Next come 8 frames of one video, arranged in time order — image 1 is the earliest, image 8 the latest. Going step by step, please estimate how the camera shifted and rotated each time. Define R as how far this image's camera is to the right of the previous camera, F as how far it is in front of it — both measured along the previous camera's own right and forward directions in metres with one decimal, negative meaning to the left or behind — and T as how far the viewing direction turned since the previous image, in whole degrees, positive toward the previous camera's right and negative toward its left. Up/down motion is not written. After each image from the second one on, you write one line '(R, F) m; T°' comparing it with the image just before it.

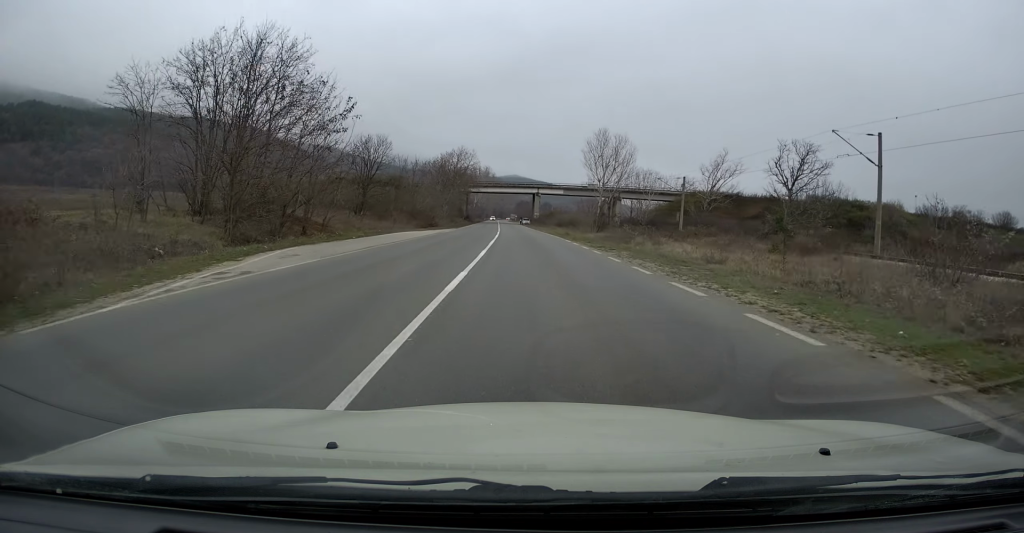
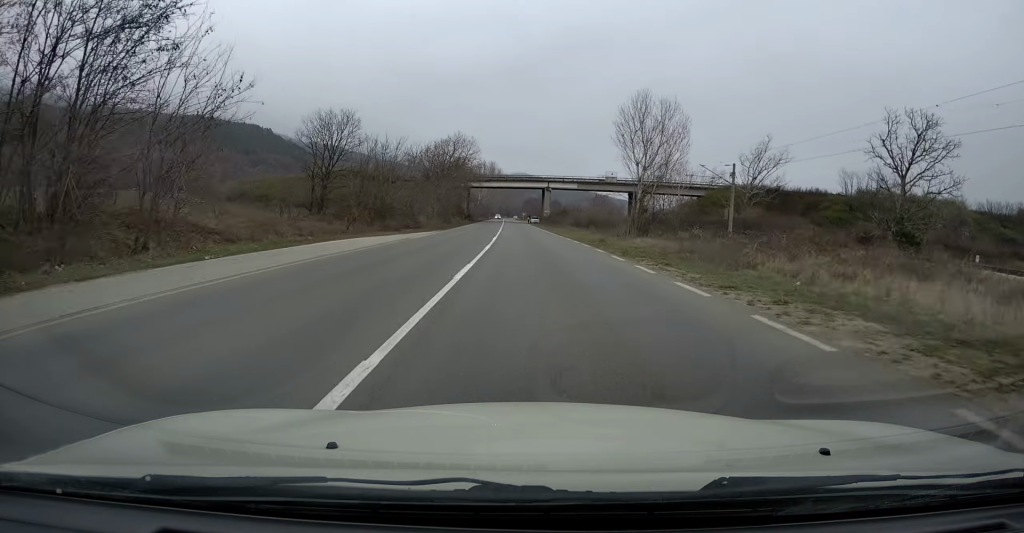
(-0.2, +16.5) m; -1°
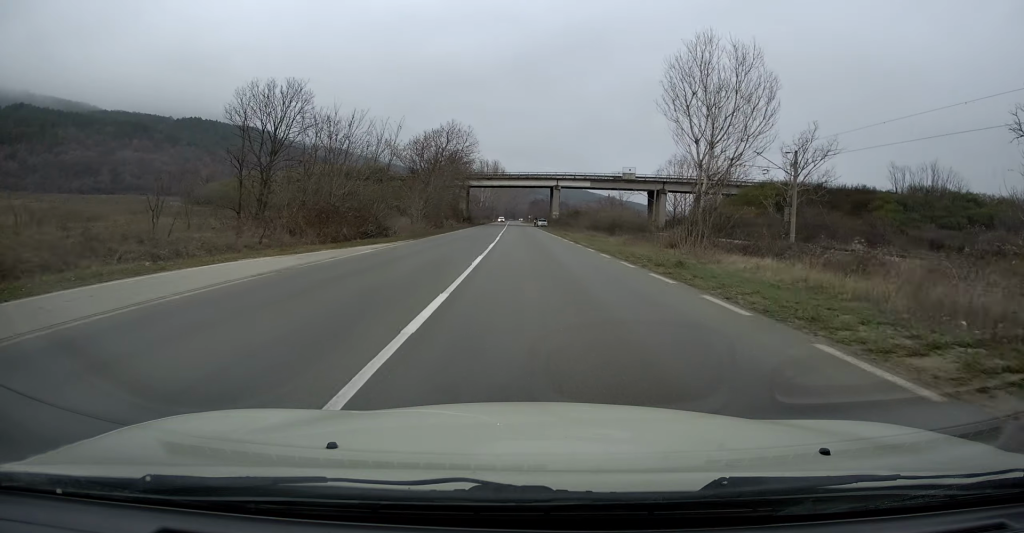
(+0.1, +13.7) m; -1°
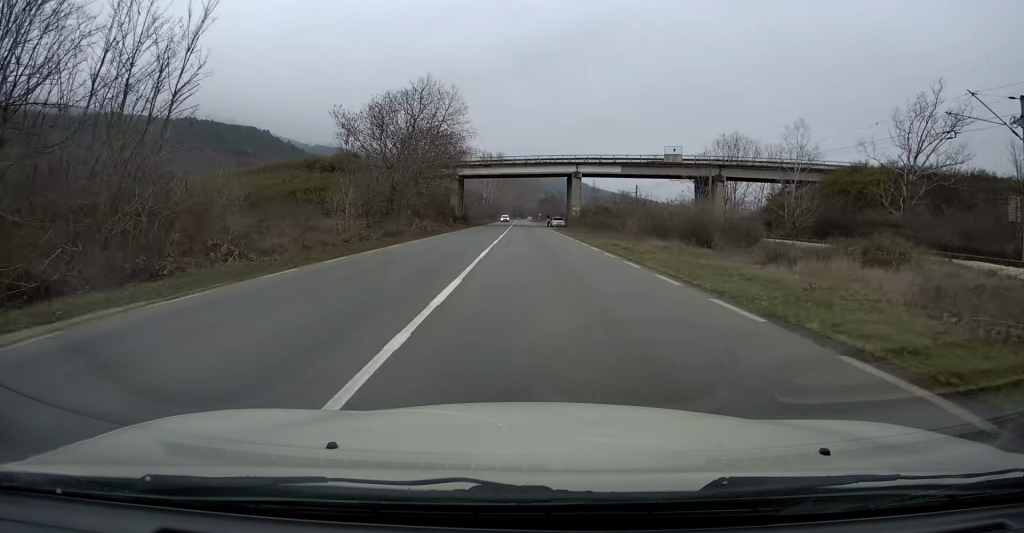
(-0.5, +24.9) m; -1°
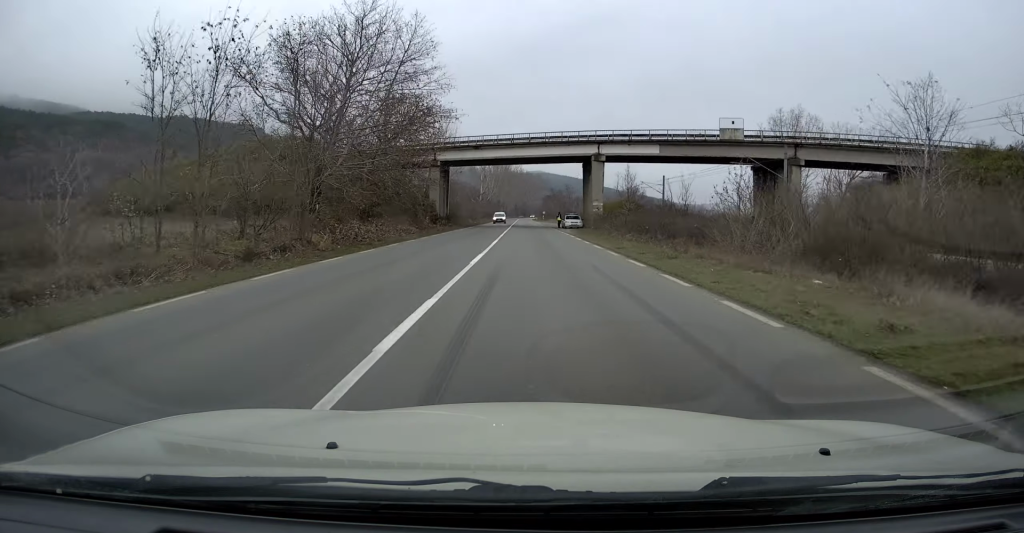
(0.0, +21.0) m; +1°
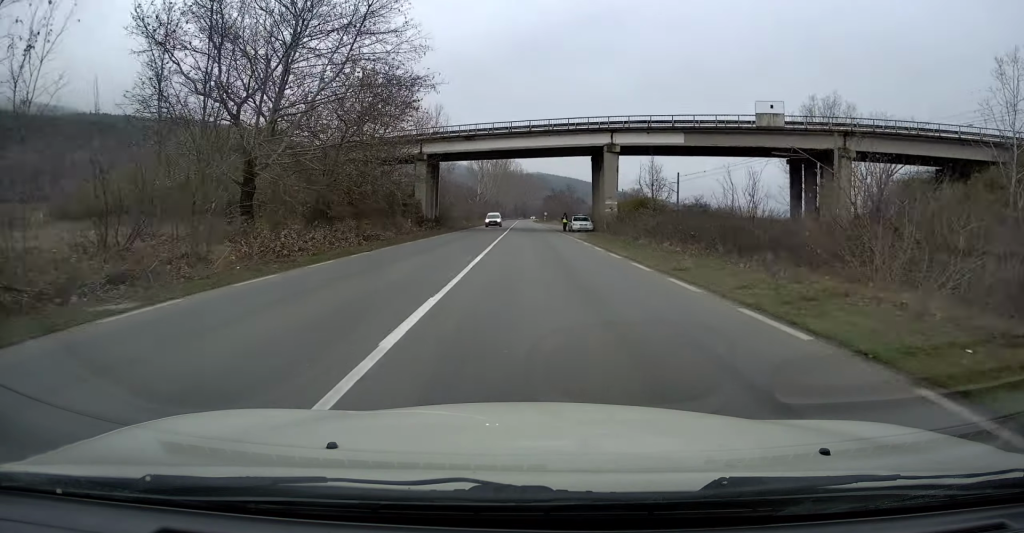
(+0.1, +9.1) m; 0°
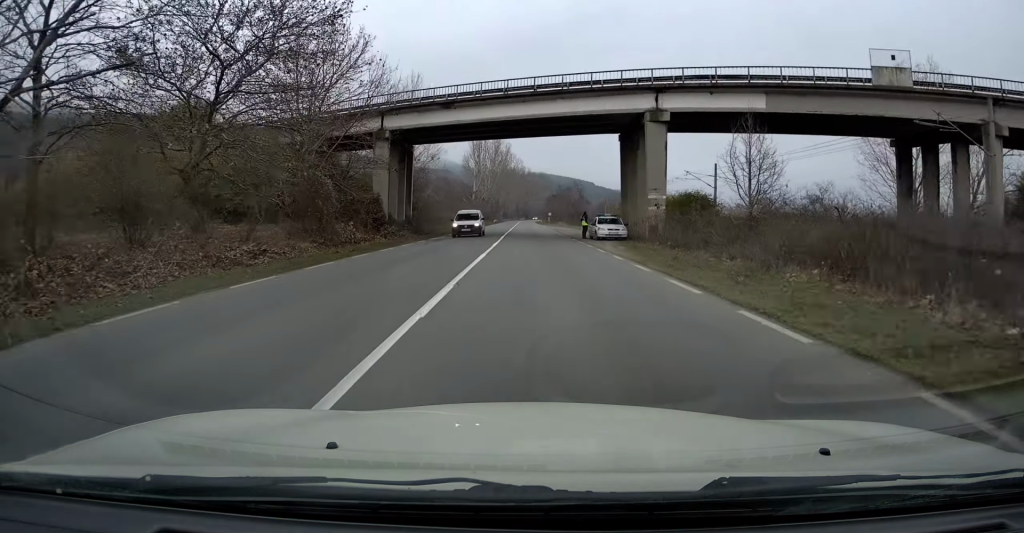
(+0.1, +17.0) m; 0°
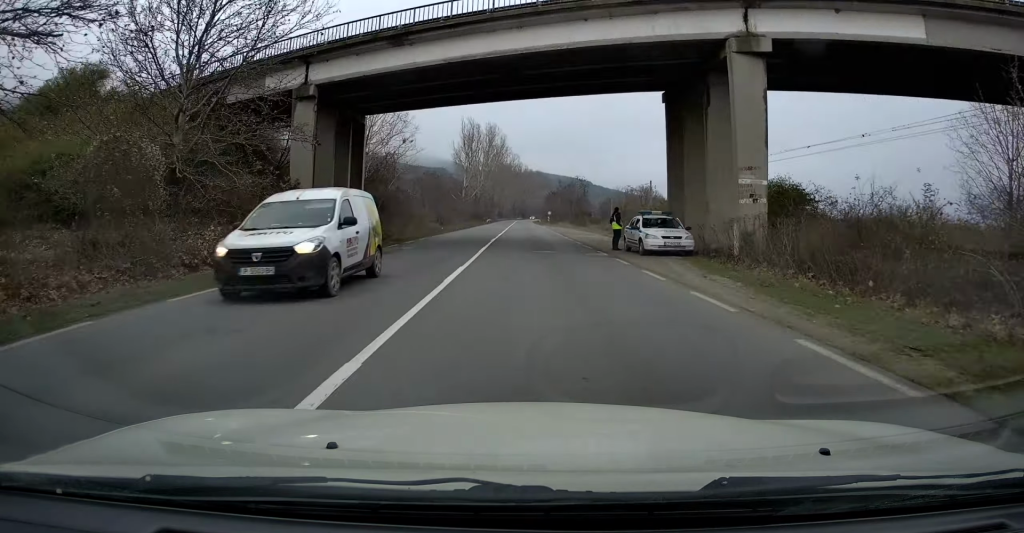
(0.0, +15.0) m; -1°
